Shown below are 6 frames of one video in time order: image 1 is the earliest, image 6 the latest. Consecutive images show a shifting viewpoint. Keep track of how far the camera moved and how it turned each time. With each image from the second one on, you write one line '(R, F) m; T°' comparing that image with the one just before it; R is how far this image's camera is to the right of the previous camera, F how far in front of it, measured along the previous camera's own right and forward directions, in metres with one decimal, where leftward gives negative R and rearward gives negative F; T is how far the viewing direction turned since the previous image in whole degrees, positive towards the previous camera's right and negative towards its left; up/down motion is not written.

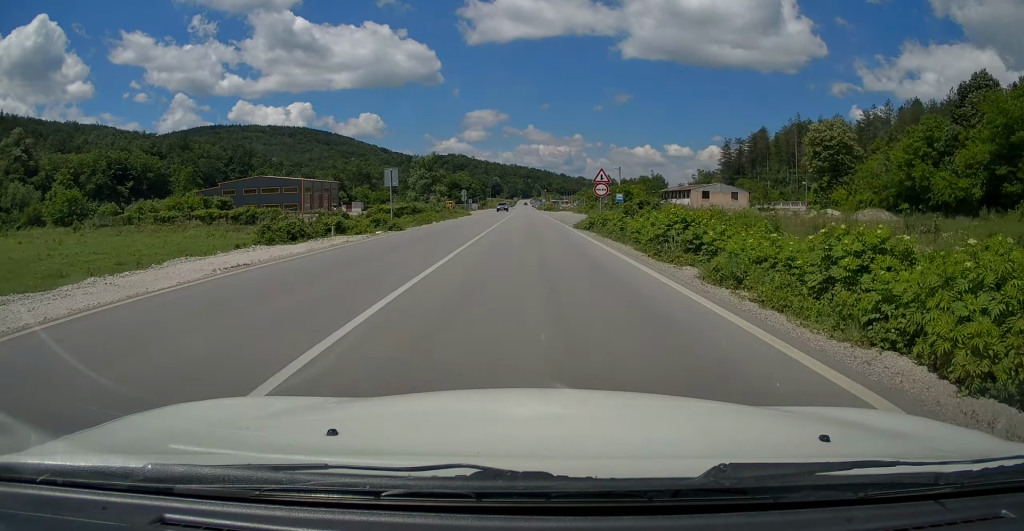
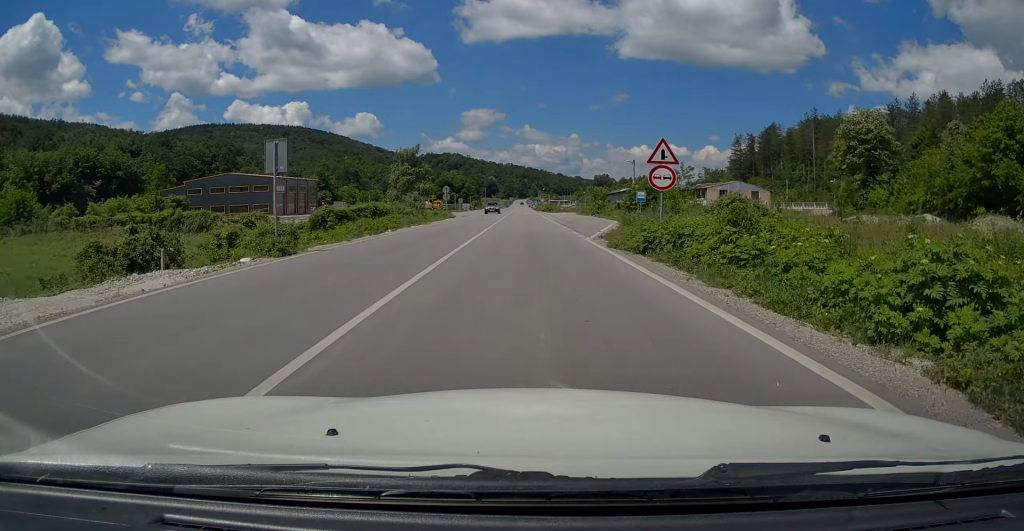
(0.0, +13.6) m; 0°
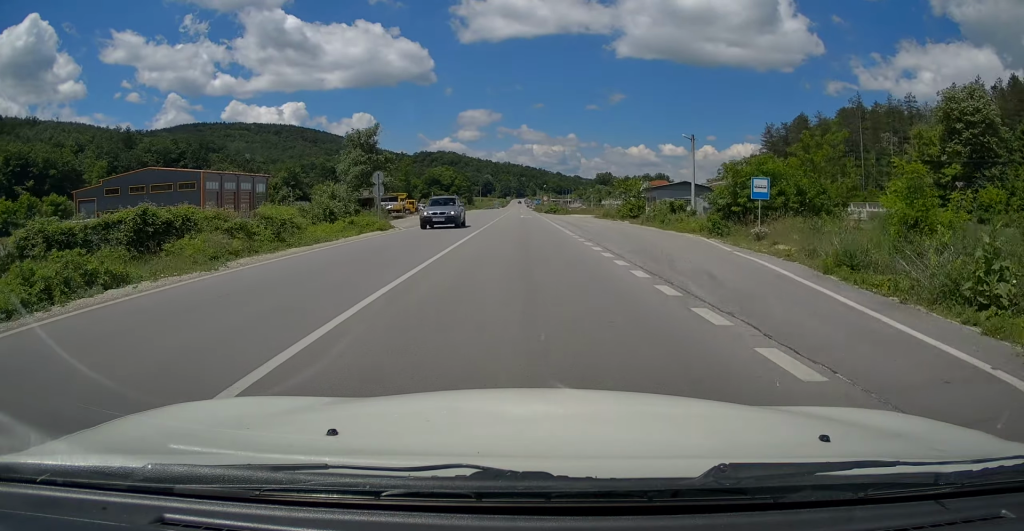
(0.0, +26.7) m; 0°
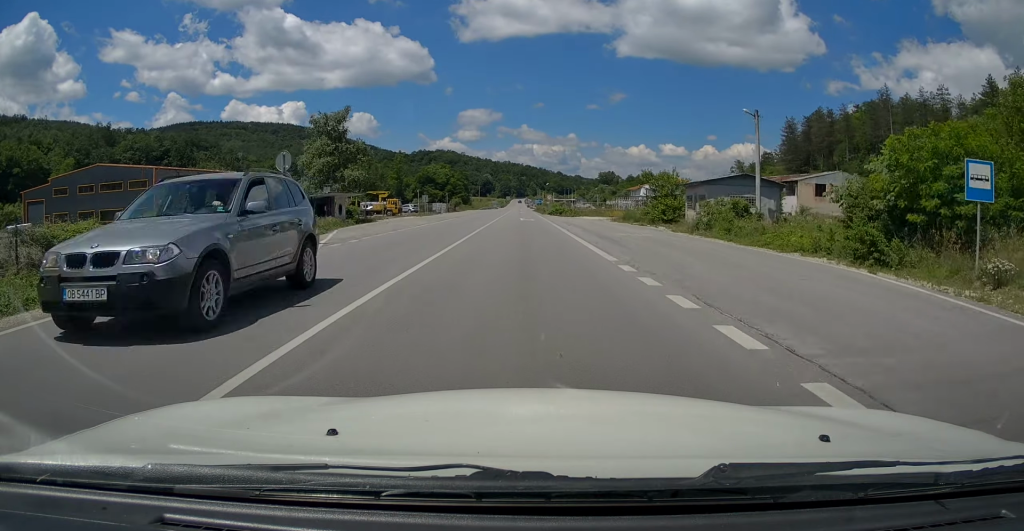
(0.0, +13.1) m; +1°
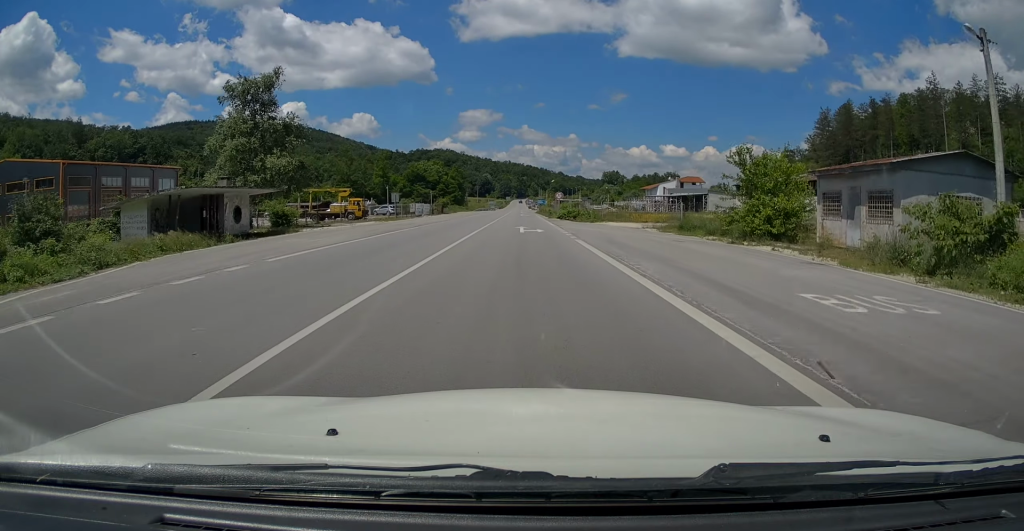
(+0.3, +18.7) m; 0°
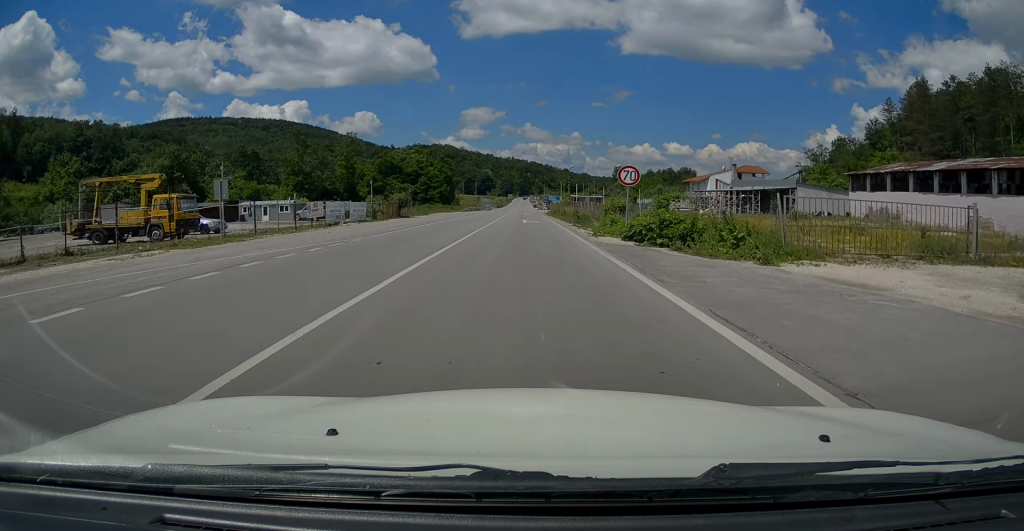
(-0.5, +35.6) m; -1°
